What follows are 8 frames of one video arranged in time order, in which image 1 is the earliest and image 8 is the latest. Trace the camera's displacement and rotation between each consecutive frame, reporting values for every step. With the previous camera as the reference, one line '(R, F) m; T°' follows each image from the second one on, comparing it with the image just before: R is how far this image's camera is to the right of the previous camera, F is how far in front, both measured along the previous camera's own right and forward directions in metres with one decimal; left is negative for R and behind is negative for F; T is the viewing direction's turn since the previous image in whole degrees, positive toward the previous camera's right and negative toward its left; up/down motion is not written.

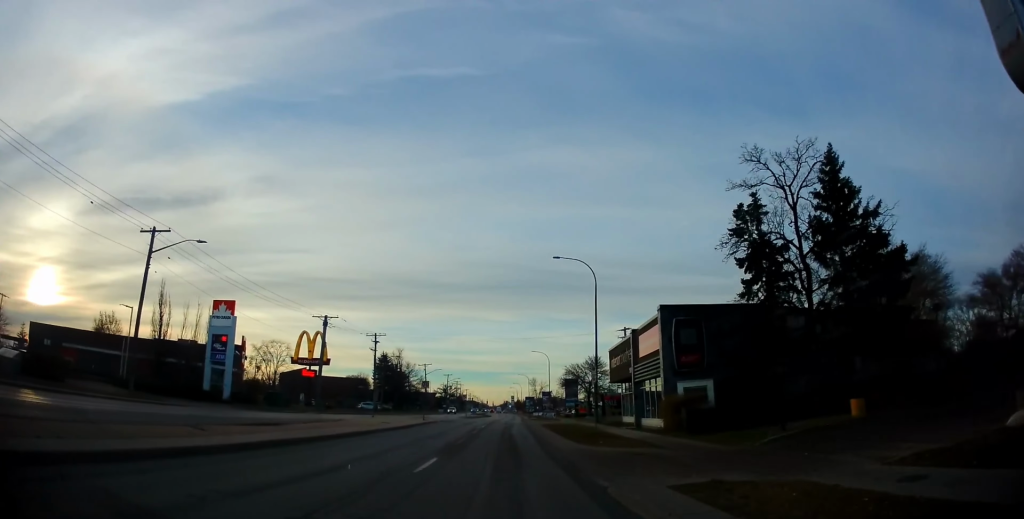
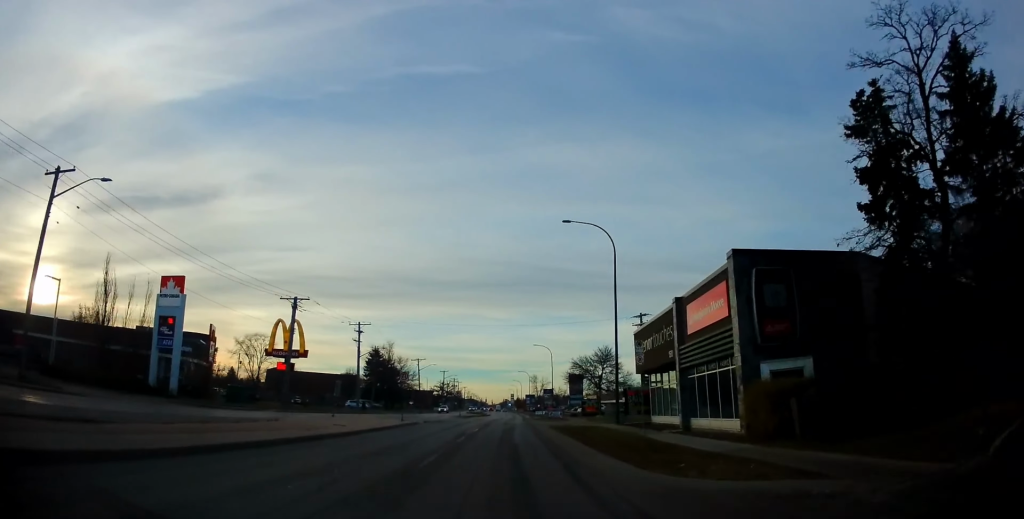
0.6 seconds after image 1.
(+0.2, +9.3) m; 0°
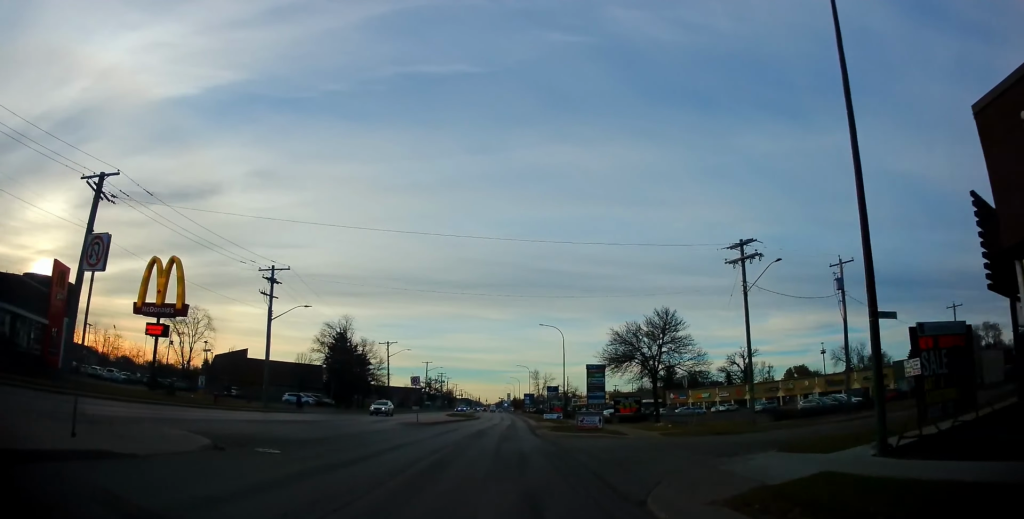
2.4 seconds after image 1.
(-0.4, +28.6) m; -1°
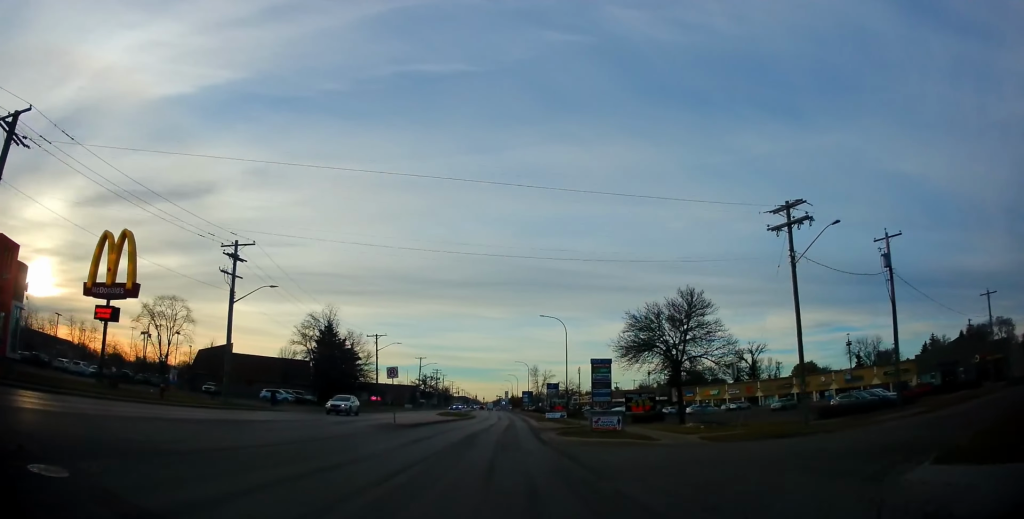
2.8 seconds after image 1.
(0.0, +6.7) m; 0°
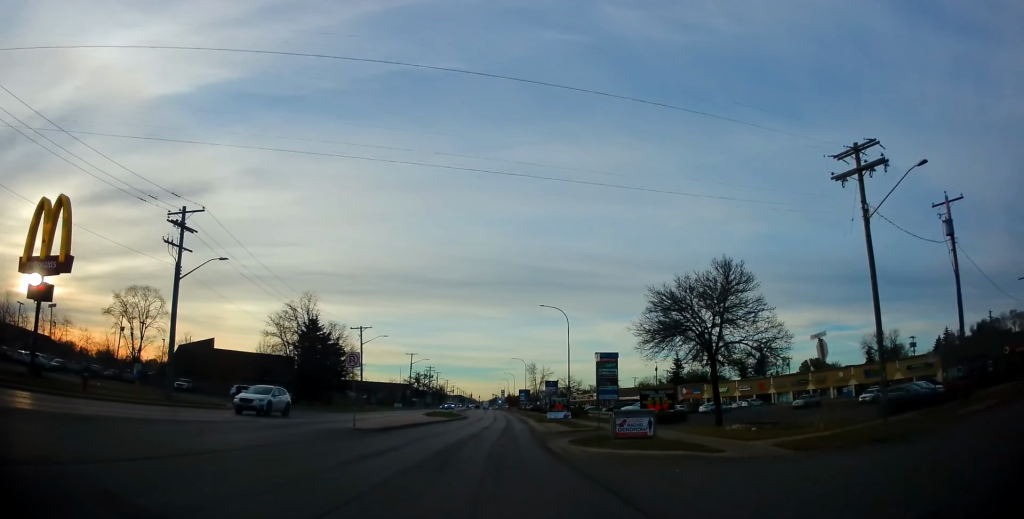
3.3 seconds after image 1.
(-0.1, +7.3) m; +1°
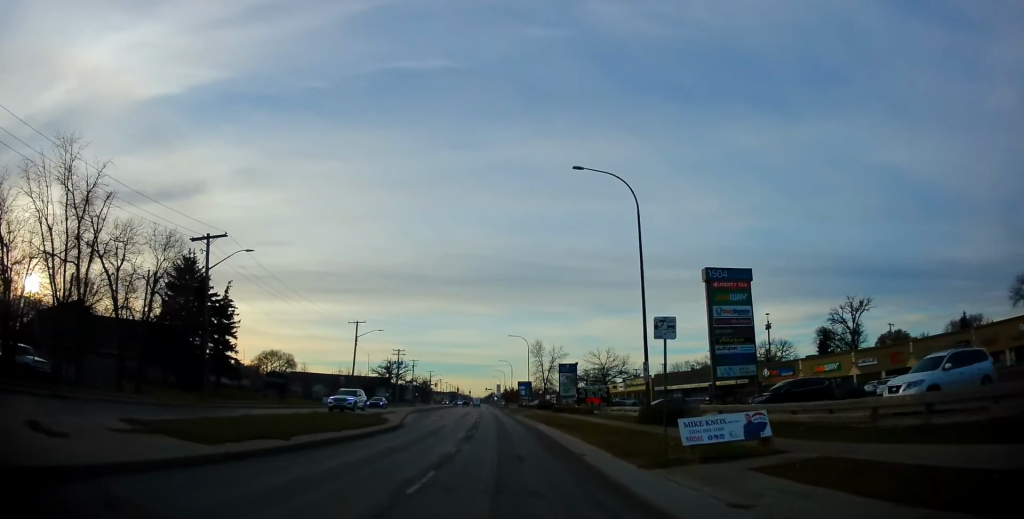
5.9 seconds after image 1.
(+0.6, +41.8) m; 0°
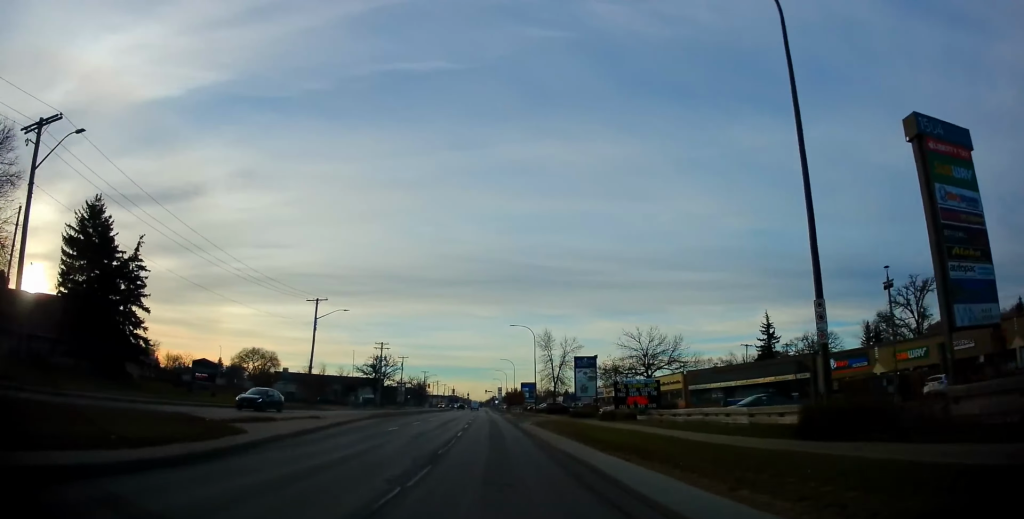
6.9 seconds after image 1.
(+0.1, +17.9) m; 0°
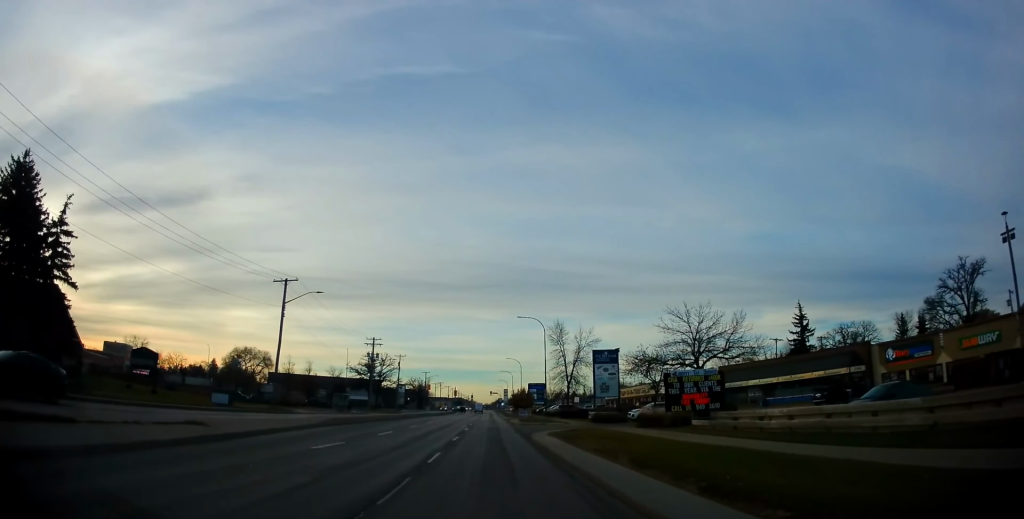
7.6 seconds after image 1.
(+0.2, +10.5) m; 0°
